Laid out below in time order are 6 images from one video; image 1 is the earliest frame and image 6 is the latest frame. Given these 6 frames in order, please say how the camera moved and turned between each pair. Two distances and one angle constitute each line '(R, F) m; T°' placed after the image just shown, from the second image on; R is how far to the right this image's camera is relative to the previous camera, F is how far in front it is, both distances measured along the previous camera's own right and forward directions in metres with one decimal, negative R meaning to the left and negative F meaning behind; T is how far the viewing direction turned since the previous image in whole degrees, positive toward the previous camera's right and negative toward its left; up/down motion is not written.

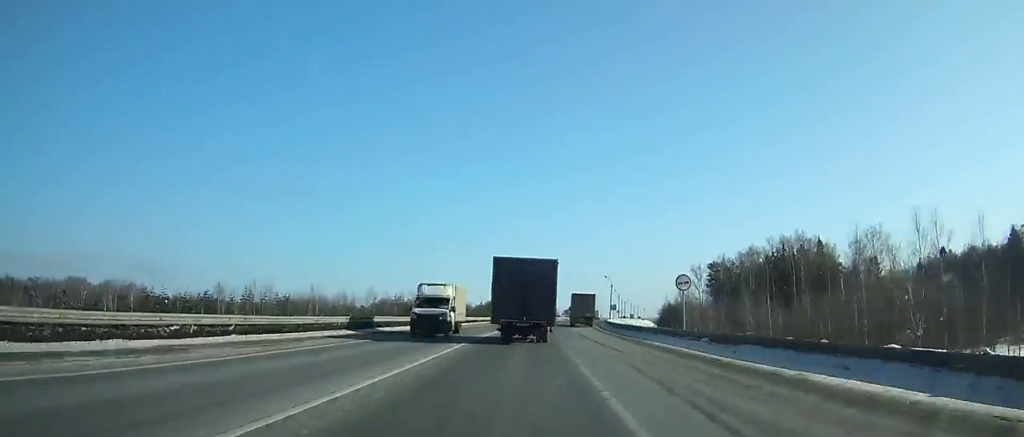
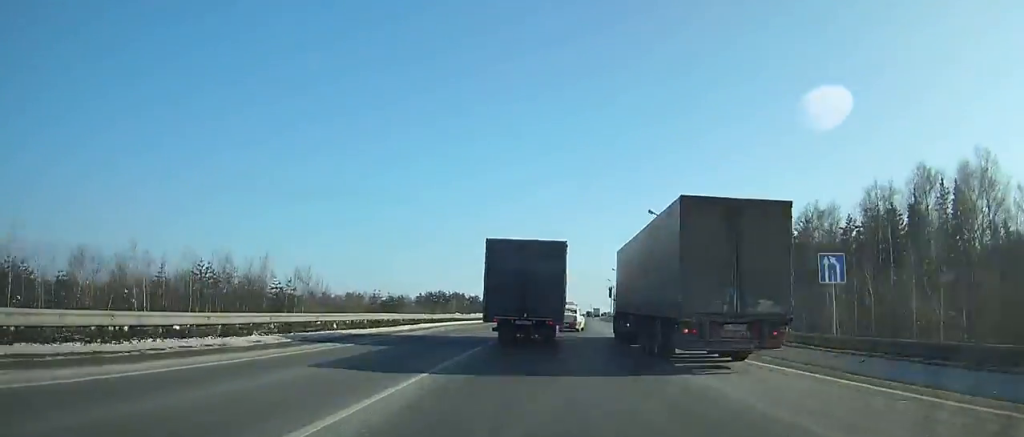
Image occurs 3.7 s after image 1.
(+2.7, +69.8) m; +5°
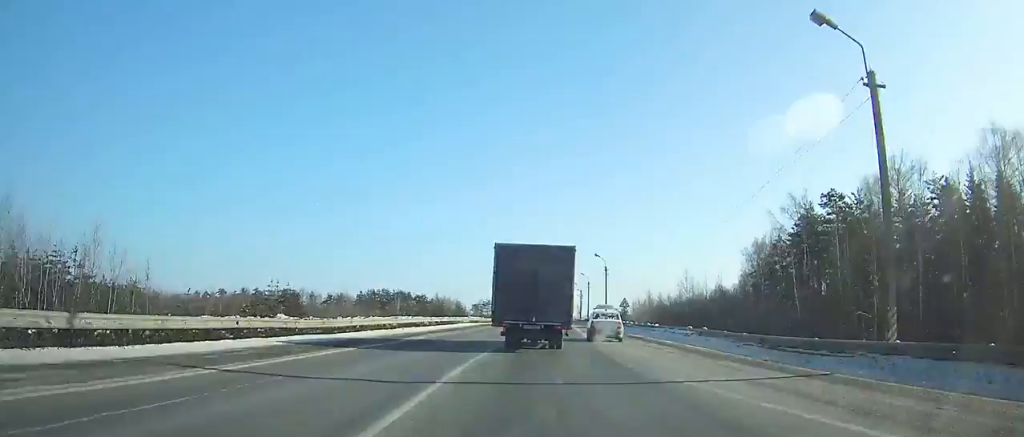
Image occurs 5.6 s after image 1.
(+0.4, +34.0) m; +3°
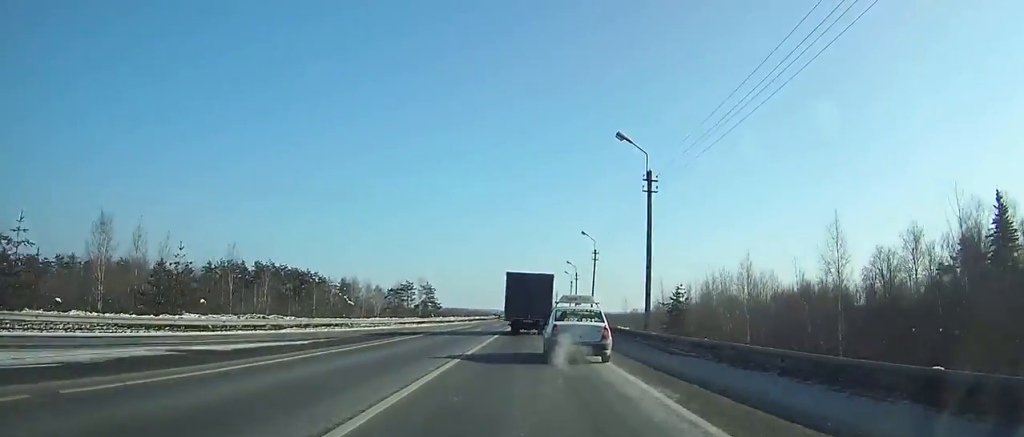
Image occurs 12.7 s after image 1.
(+5.8, +120.6) m; +3°
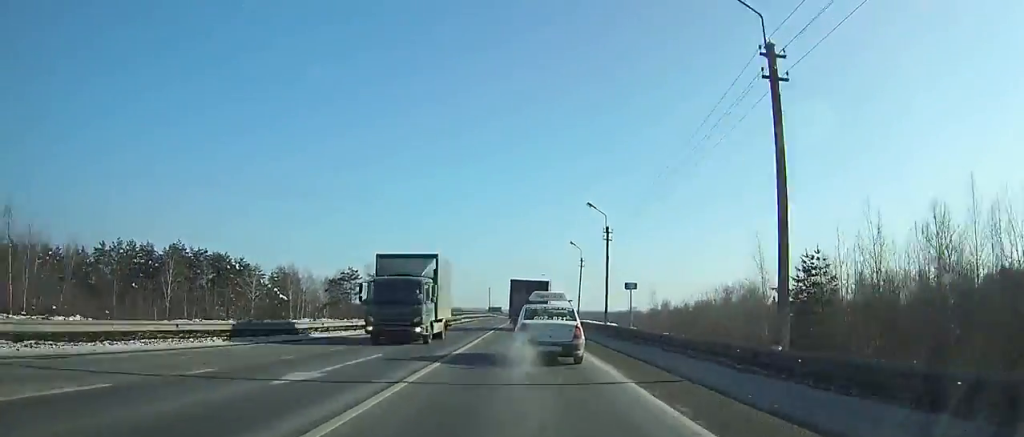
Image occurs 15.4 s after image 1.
(+0.2, +46.9) m; 0°
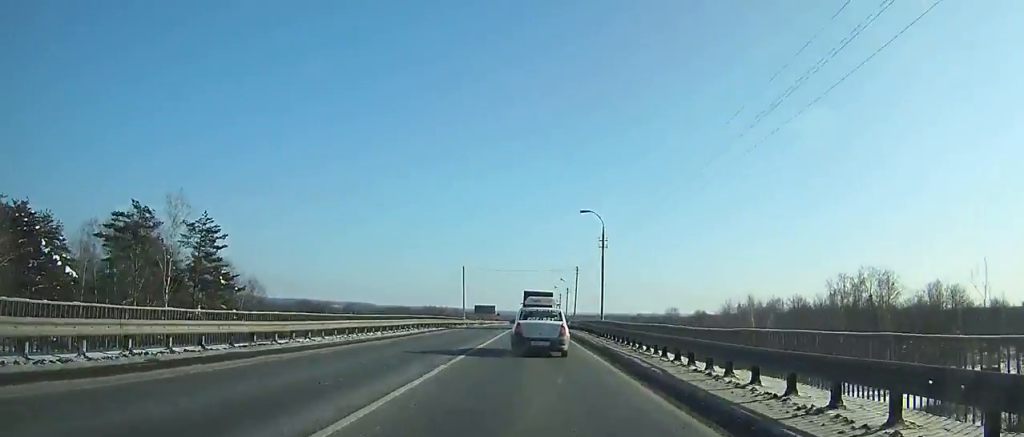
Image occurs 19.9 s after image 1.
(+0.1, +81.9) m; 0°
